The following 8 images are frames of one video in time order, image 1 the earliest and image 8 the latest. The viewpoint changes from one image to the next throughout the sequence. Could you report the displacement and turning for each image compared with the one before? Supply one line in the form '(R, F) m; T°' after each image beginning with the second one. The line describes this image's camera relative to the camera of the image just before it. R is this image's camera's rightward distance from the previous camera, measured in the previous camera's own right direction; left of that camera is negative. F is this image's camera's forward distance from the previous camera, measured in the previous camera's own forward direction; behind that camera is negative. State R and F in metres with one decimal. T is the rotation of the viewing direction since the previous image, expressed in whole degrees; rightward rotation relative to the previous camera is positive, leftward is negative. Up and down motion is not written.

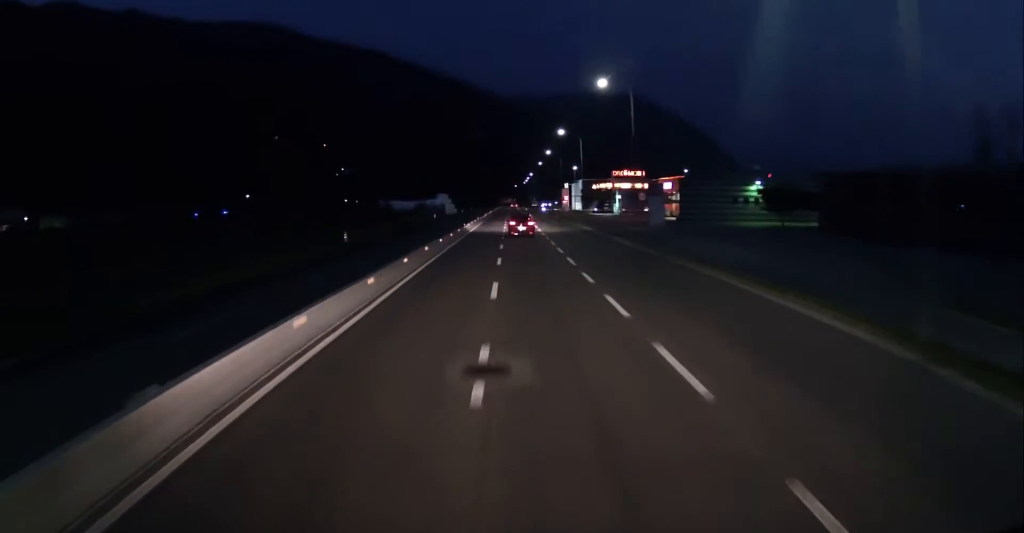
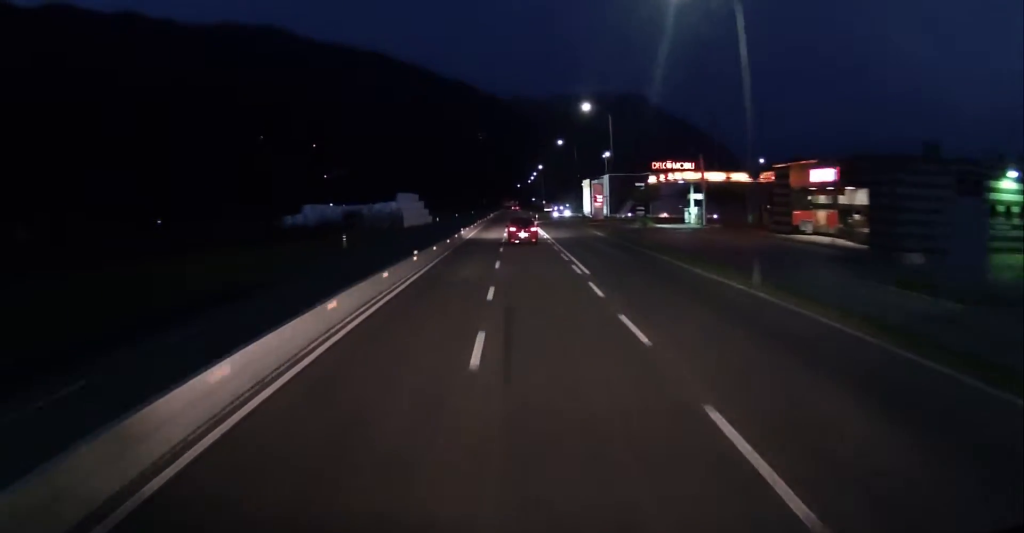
(0.0, +55.2) m; 0°
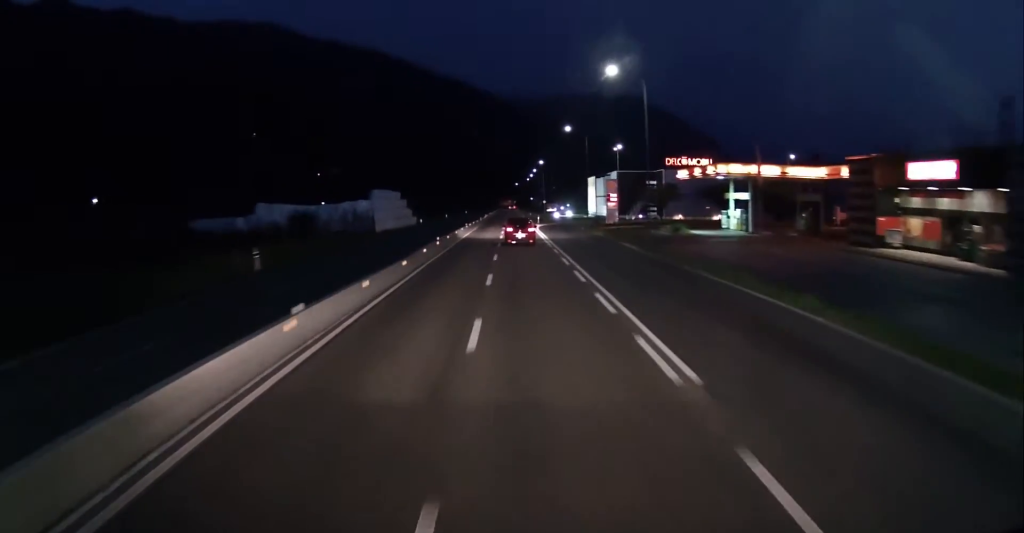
(-0.1, +15.6) m; 0°
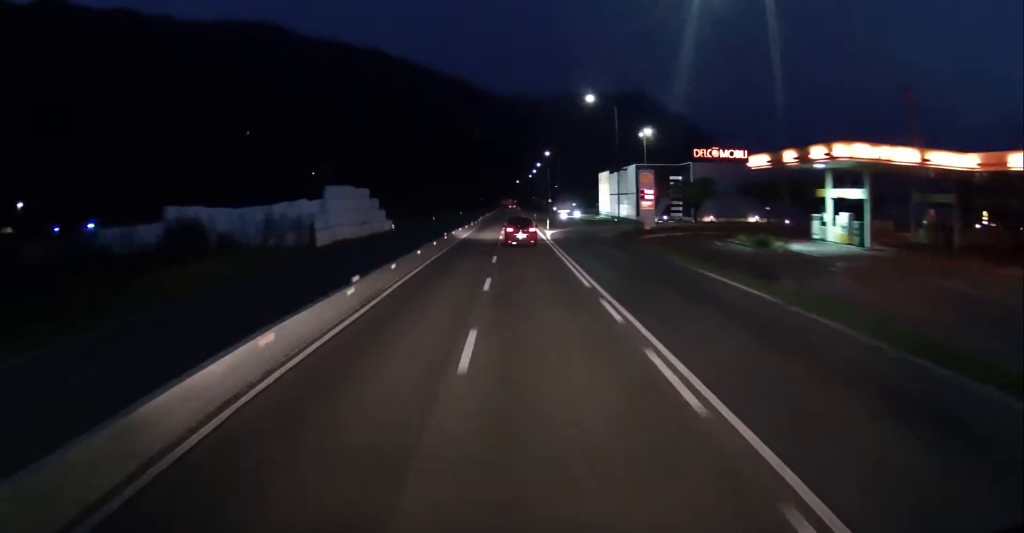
(0.0, +20.5) m; +1°
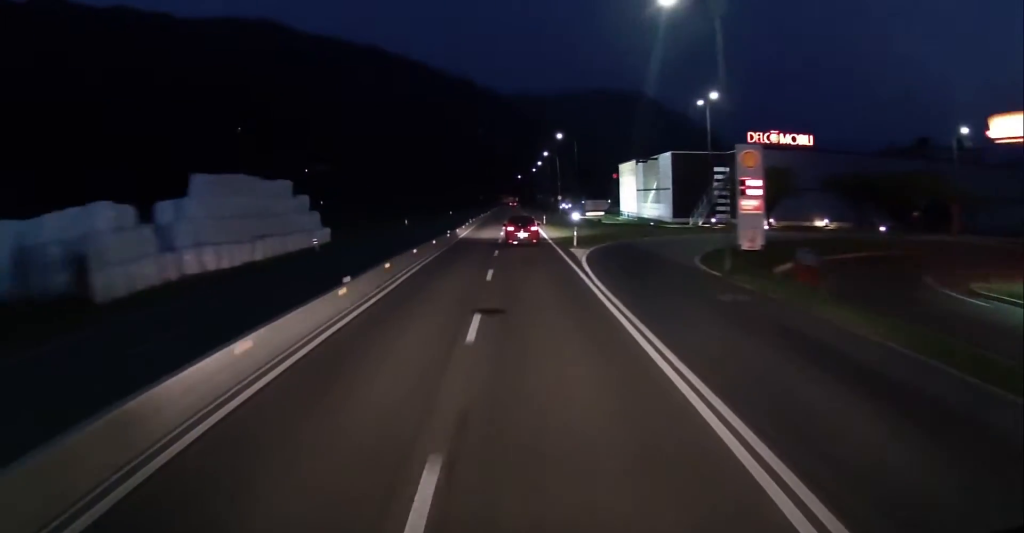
(+0.3, +25.7) m; 0°
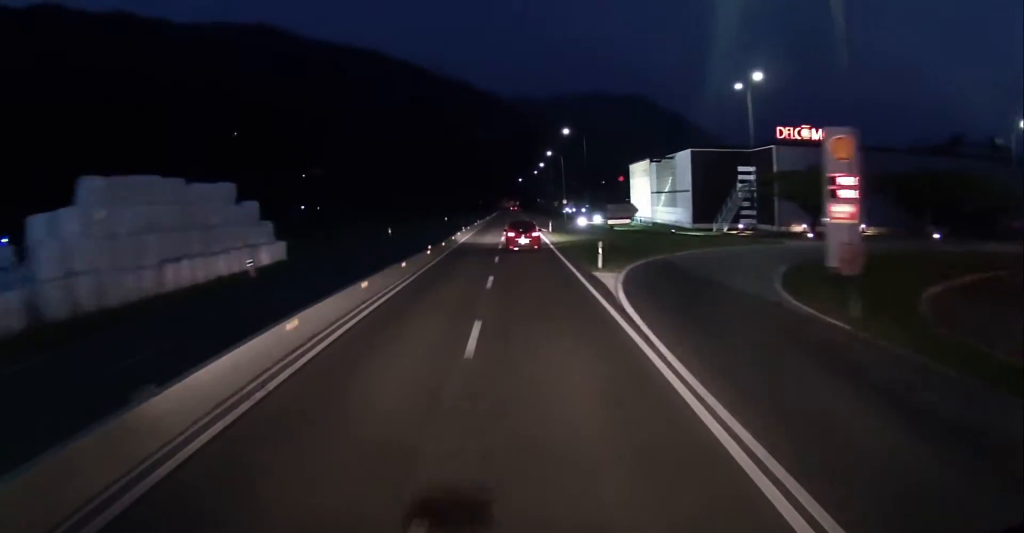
(+0.1, +9.9) m; -1°
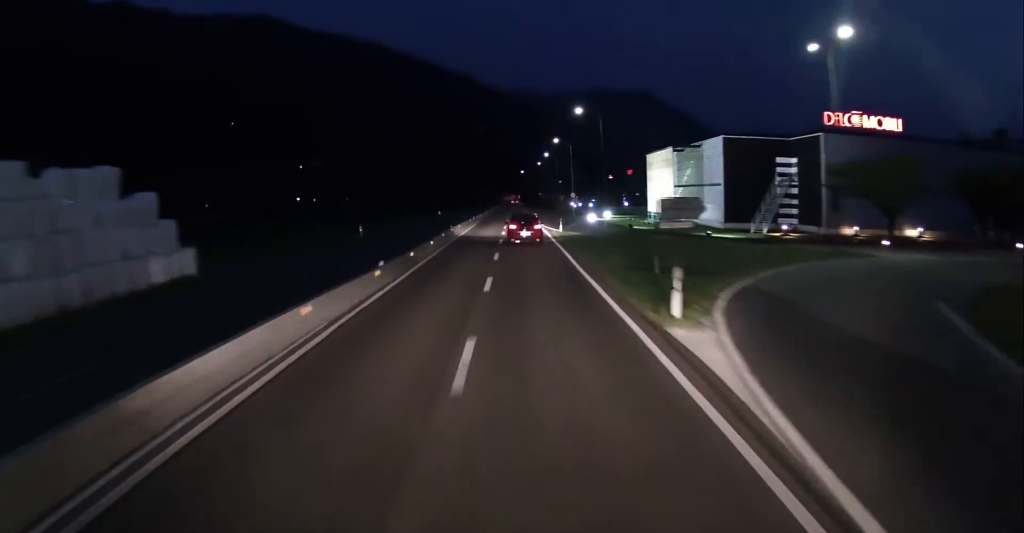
(-0.2, +11.9) m; 0°
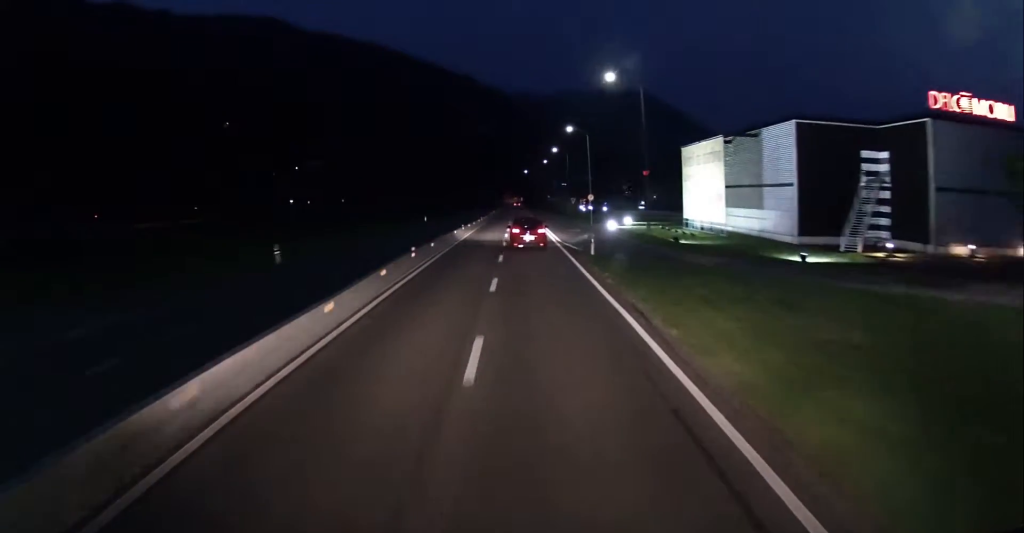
(-0.2, +18.1) m; 0°
